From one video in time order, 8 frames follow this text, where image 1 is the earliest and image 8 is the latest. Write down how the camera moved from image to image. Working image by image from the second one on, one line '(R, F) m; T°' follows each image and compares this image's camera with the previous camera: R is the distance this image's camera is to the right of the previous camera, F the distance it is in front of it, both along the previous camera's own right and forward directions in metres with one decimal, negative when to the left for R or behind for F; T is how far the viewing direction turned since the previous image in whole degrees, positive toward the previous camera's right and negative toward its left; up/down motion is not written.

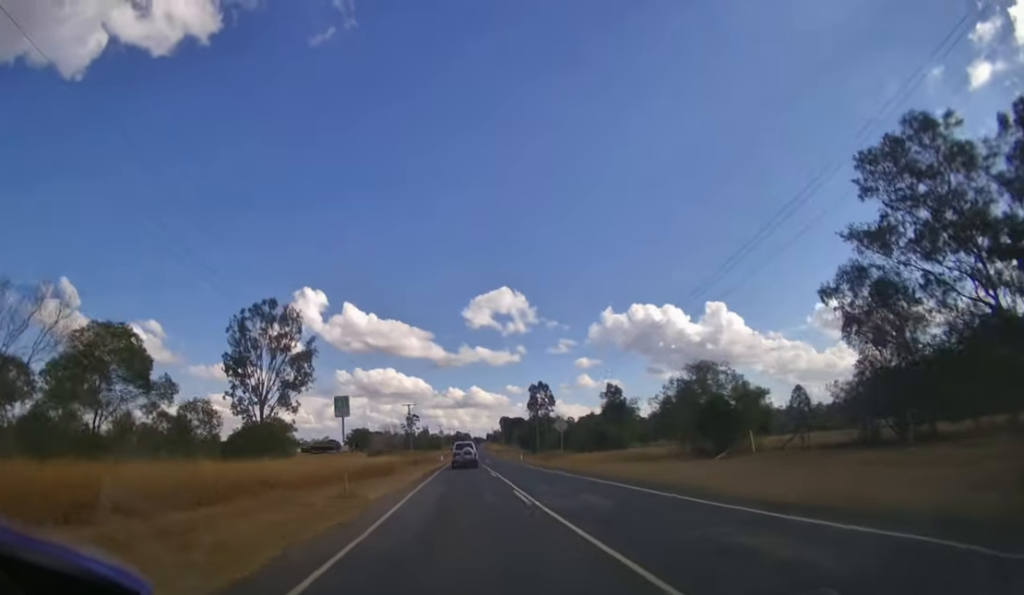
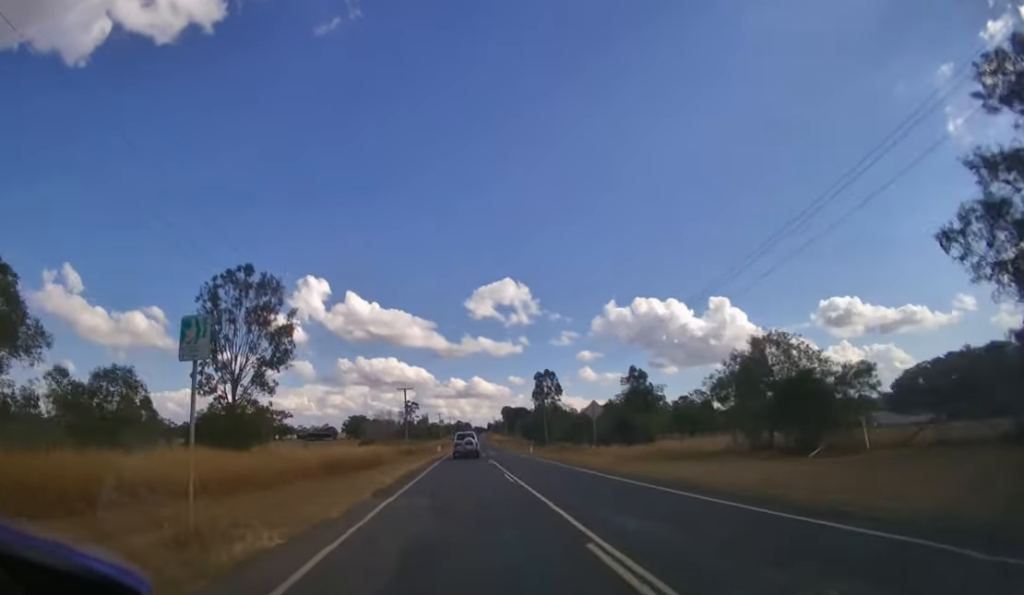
(0.0, +10.4) m; 0°
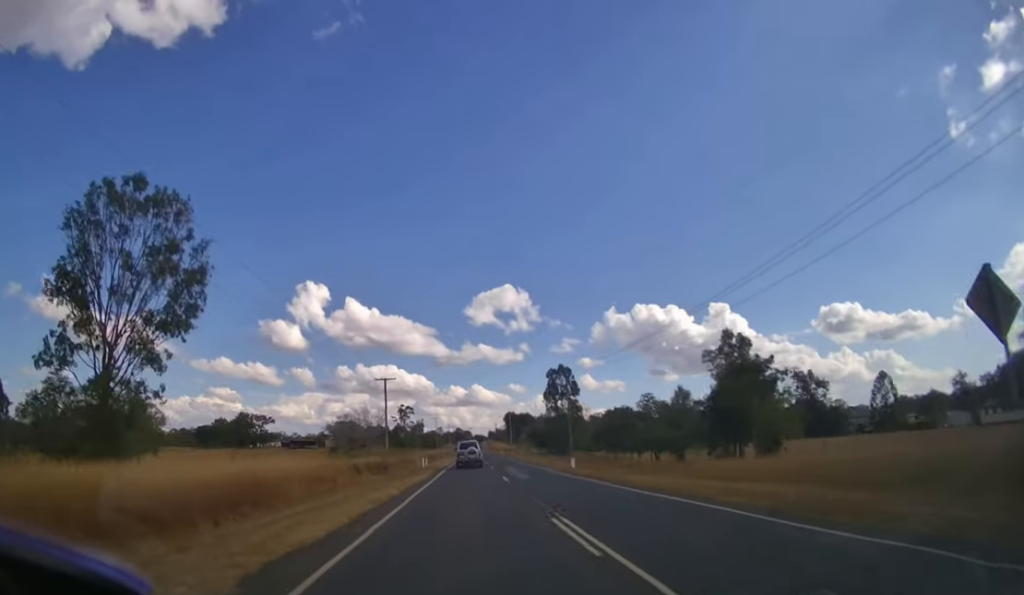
(0.0, +23.1) m; 0°
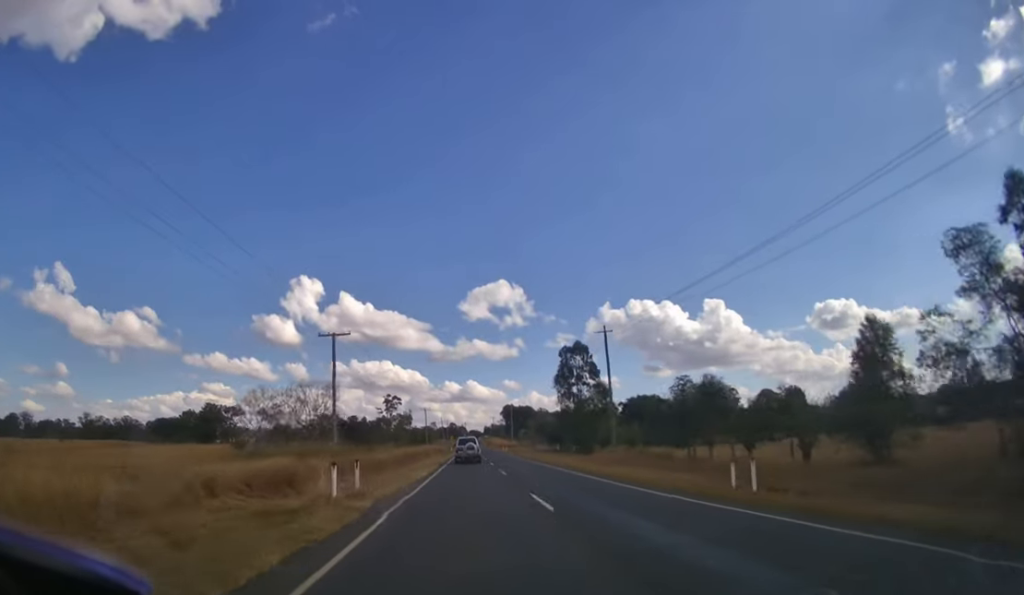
(+0.1, +24.0) m; 0°
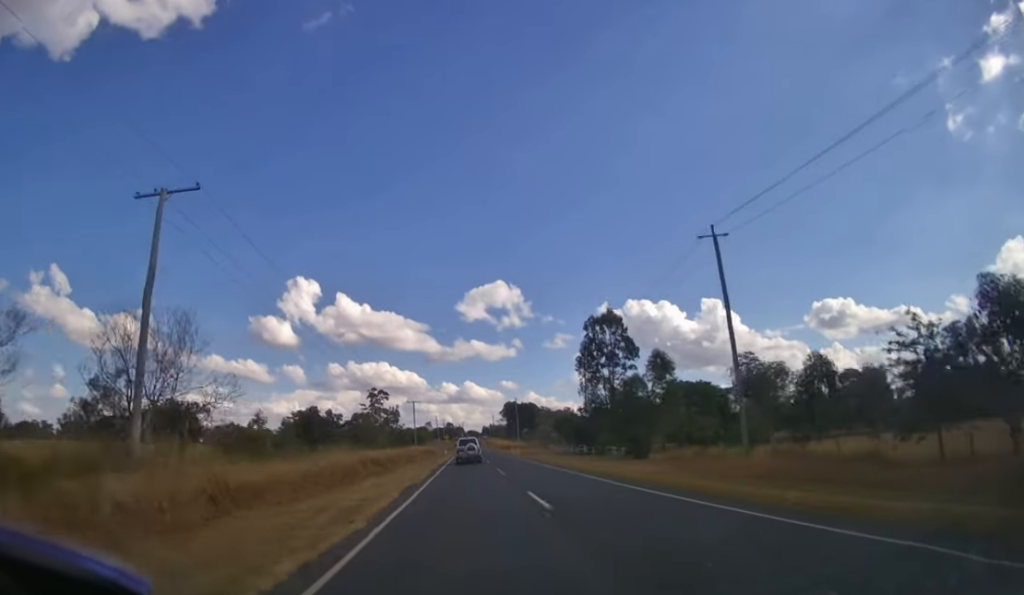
(+0.1, +23.2) m; 0°
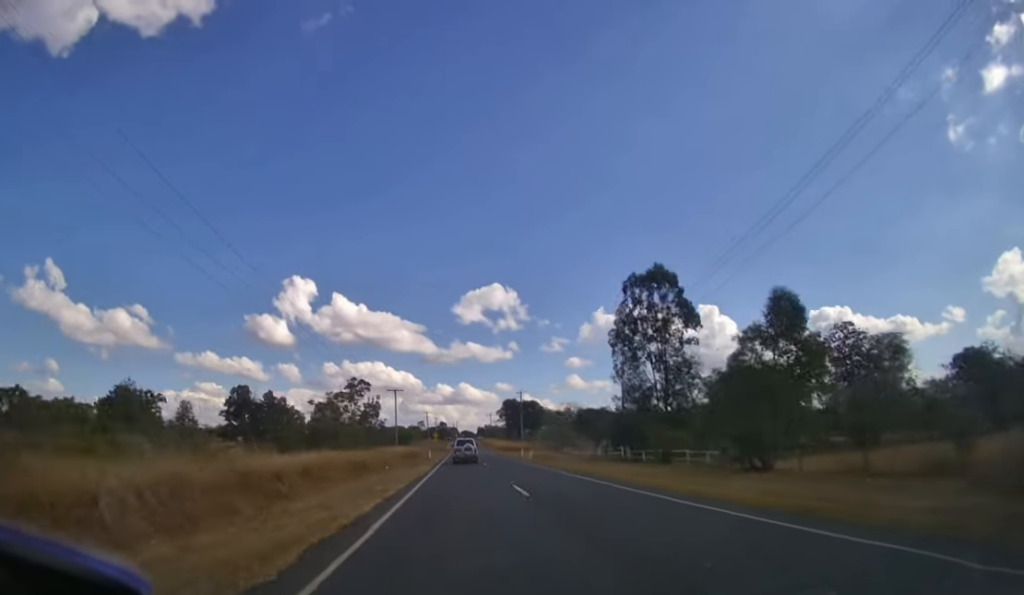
(+0.1, +19.3) m; 0°
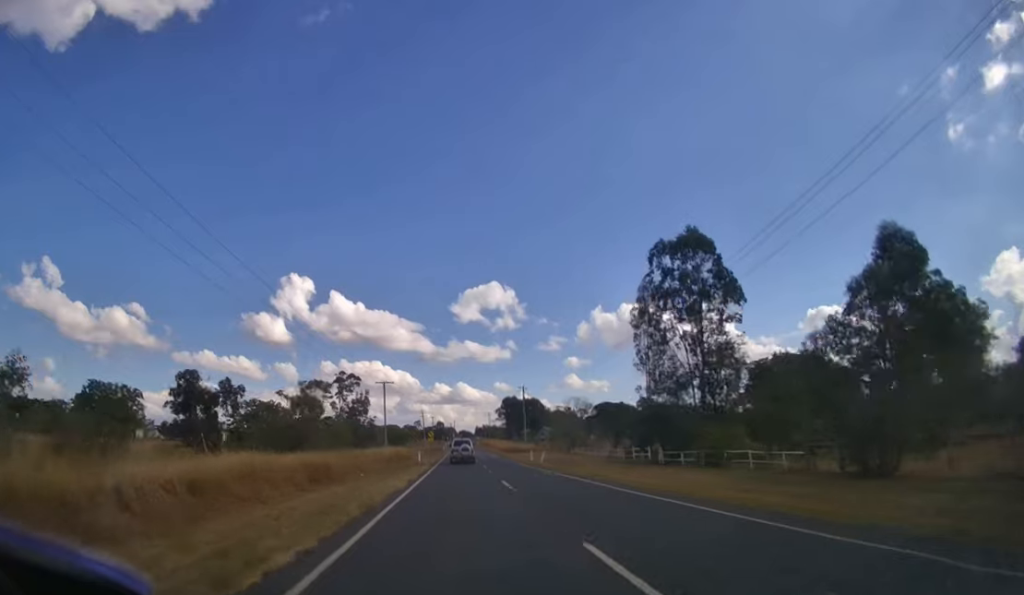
(0.0, +8.4) m; 0°
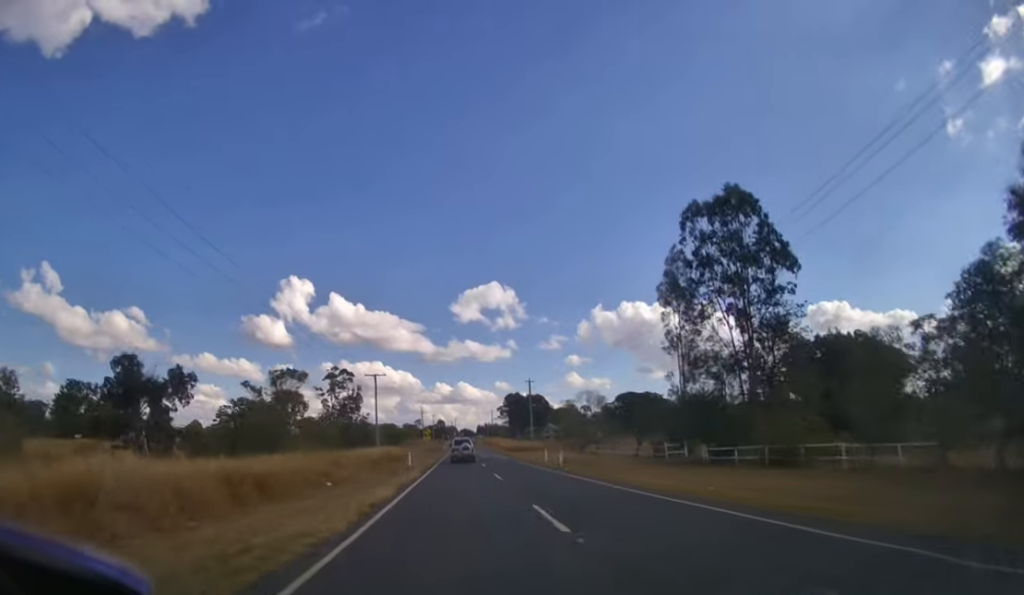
(0.0, +6.5) m; 0°
